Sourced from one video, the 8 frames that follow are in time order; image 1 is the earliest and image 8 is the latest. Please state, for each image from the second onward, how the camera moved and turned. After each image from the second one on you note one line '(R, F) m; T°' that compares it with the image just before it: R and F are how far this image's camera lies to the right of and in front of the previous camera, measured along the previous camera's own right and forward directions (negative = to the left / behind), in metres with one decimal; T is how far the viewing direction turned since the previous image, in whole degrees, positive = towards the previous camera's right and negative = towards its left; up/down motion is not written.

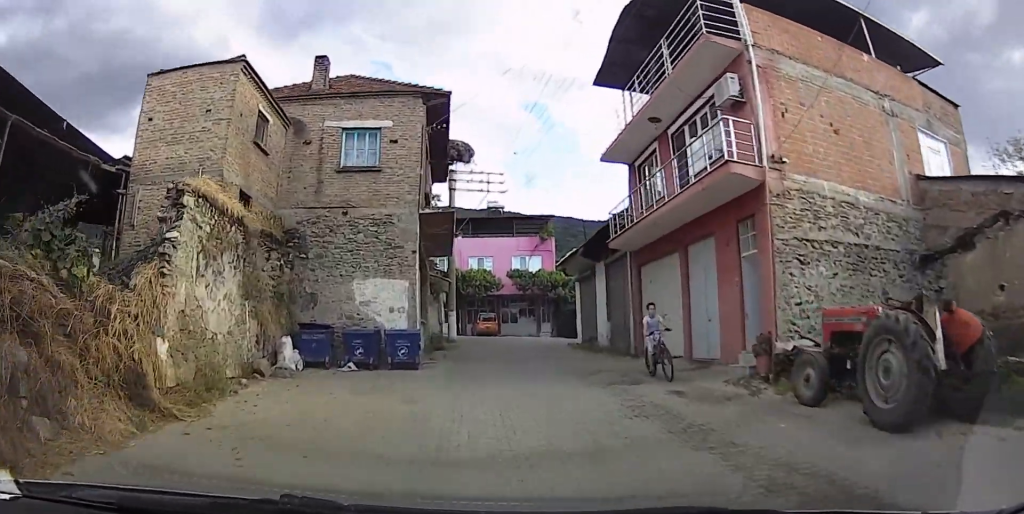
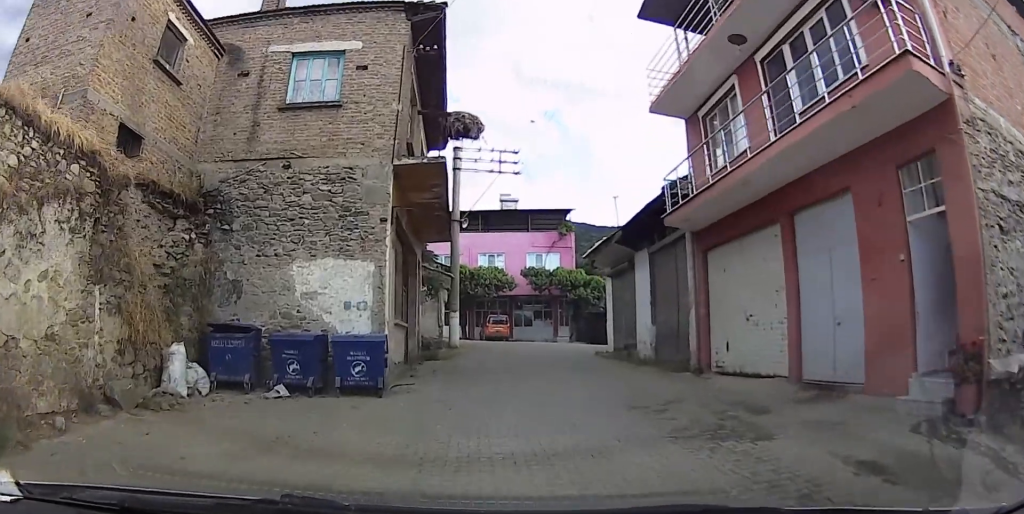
(0.0, +5.3) m; -3°
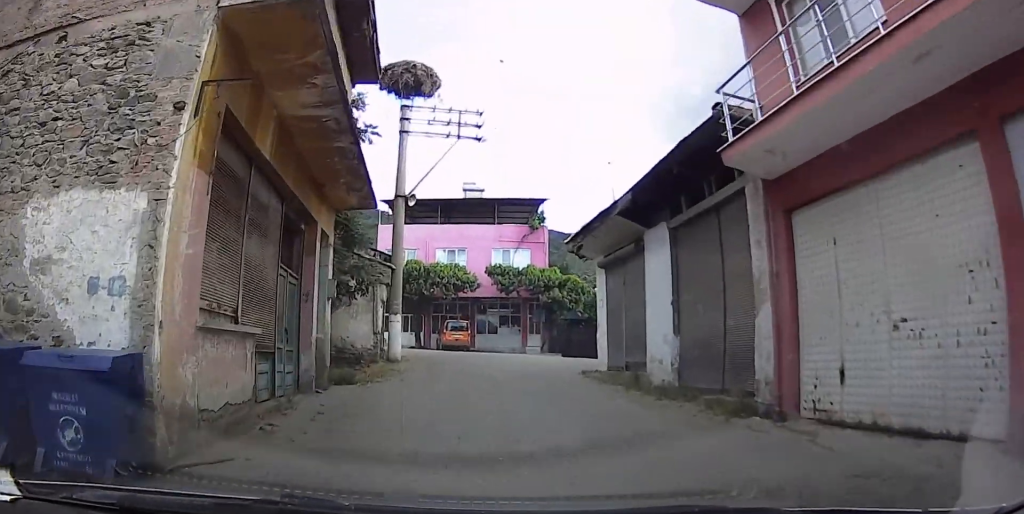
(-0.3, +5.9) m; -2°
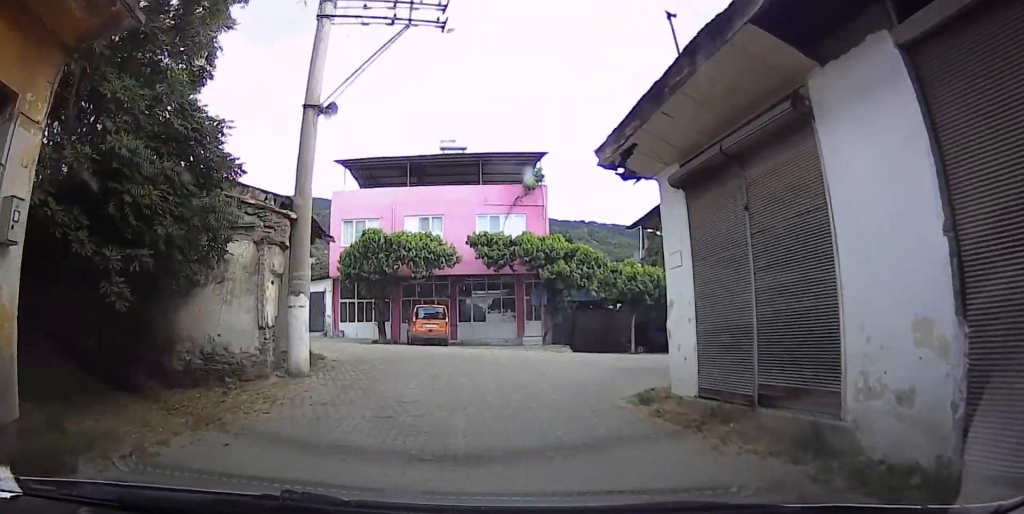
(+0.8, +8.0) m; +4°
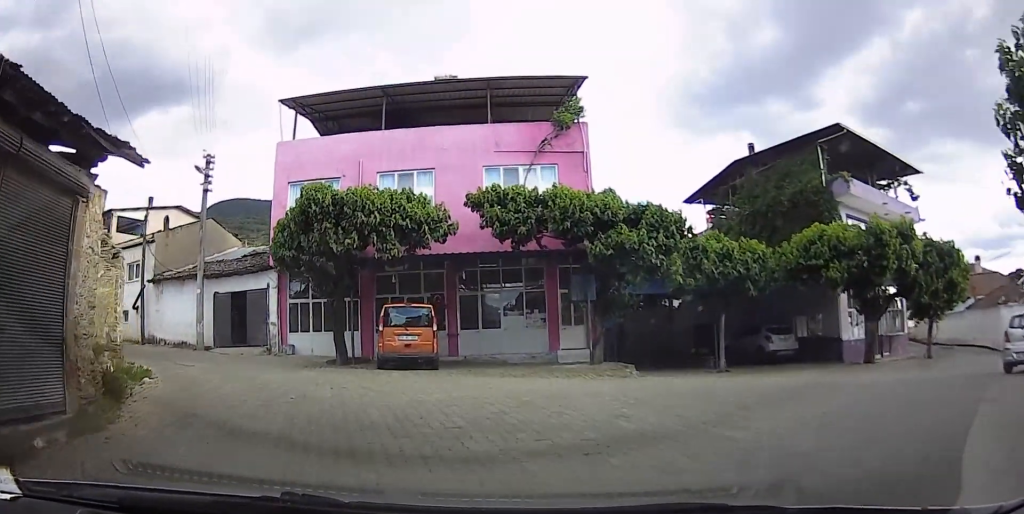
(-2.2, +10.2) m; -14°
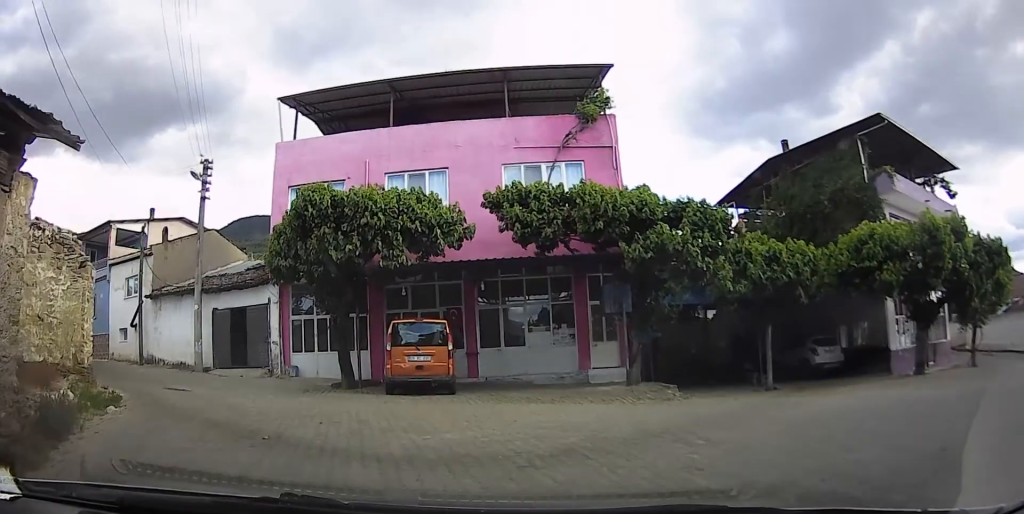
(0.0, +1.9) m; -1°
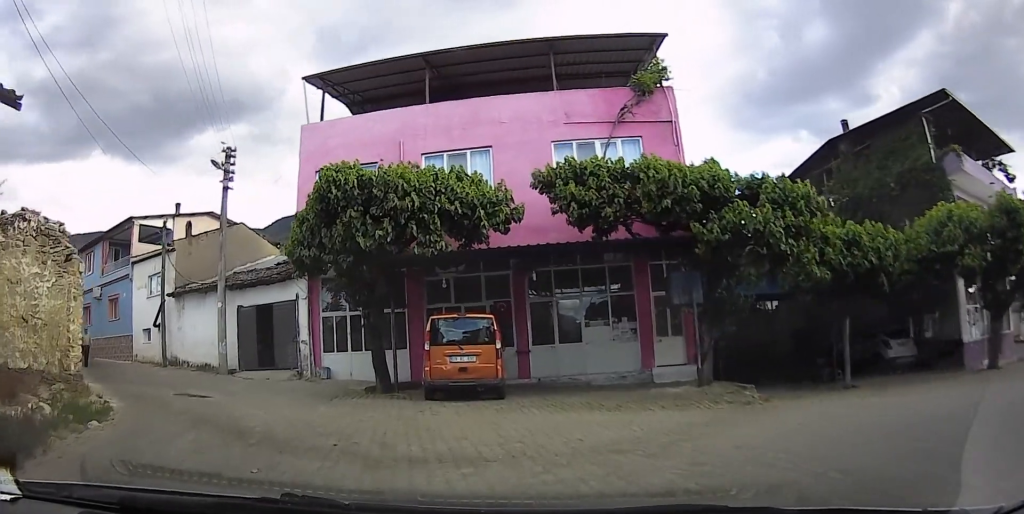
(0.0, +1.7) m; -1°
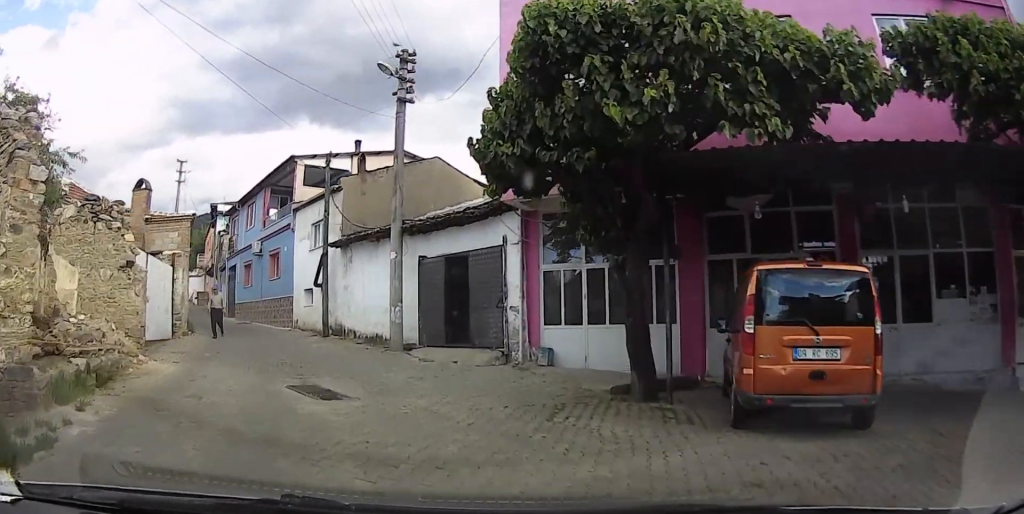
(-0.3, +5.8) m; -9°
